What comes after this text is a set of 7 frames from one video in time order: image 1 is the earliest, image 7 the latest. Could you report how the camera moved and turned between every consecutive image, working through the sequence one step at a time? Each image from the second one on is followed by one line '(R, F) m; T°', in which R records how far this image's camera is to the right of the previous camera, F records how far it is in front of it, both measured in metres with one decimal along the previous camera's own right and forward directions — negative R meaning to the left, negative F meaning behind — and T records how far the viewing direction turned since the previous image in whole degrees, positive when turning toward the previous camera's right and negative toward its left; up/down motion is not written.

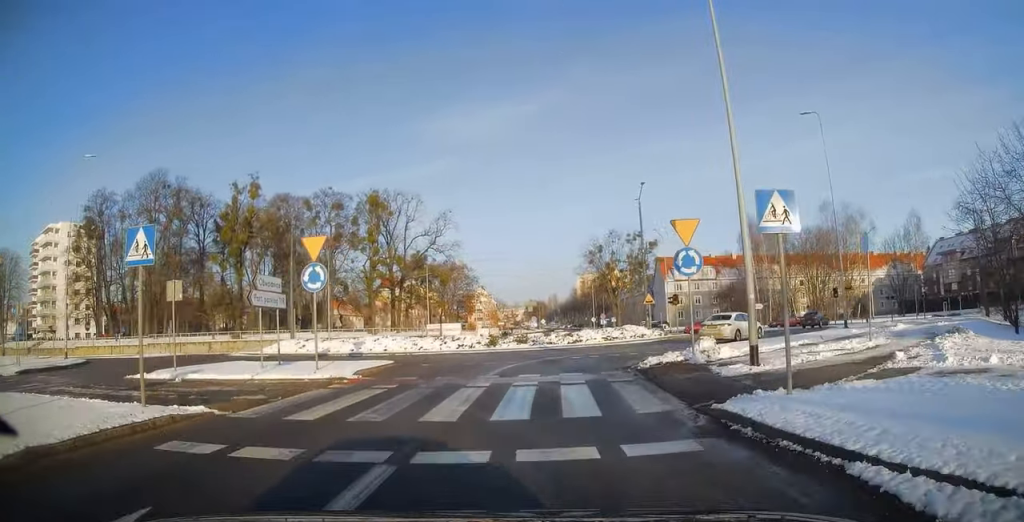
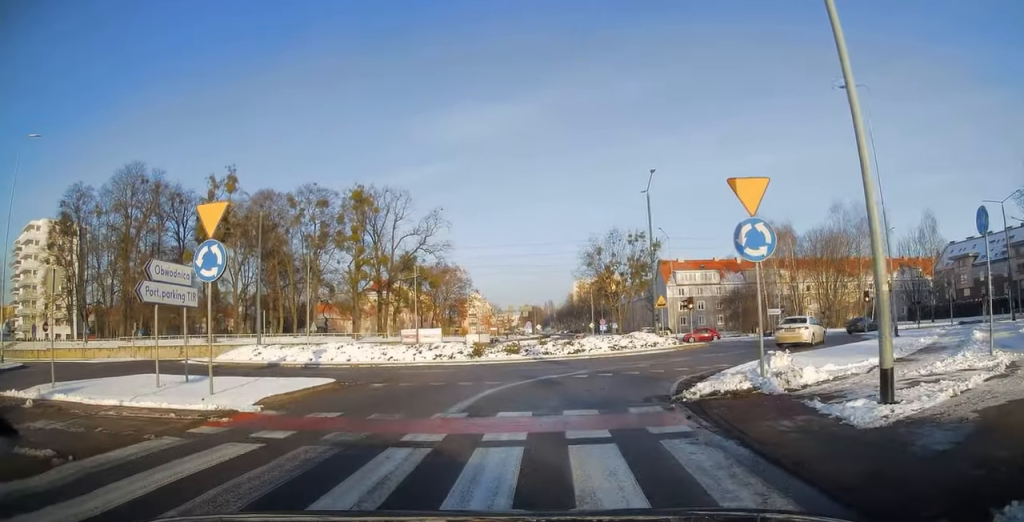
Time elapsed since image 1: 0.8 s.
(0.0, +6.1) m; +2°
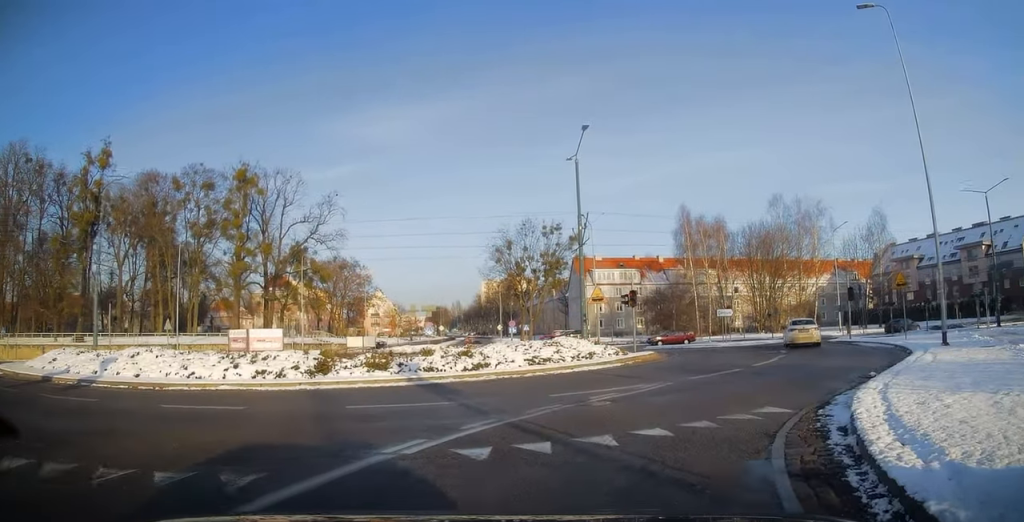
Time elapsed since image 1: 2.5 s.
(+0.9, +9.6) m; +16°
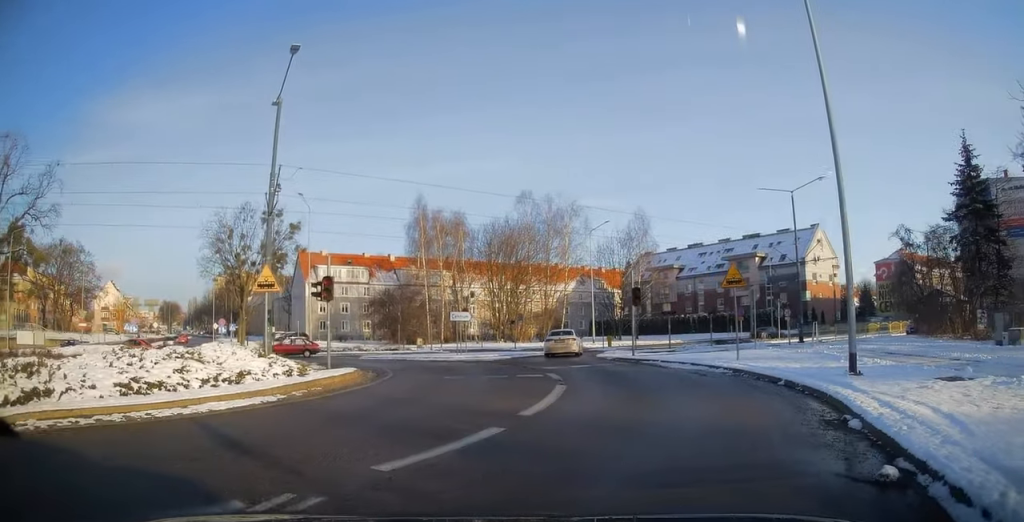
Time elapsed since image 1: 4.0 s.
(+1.9, +8.4) m; +20°
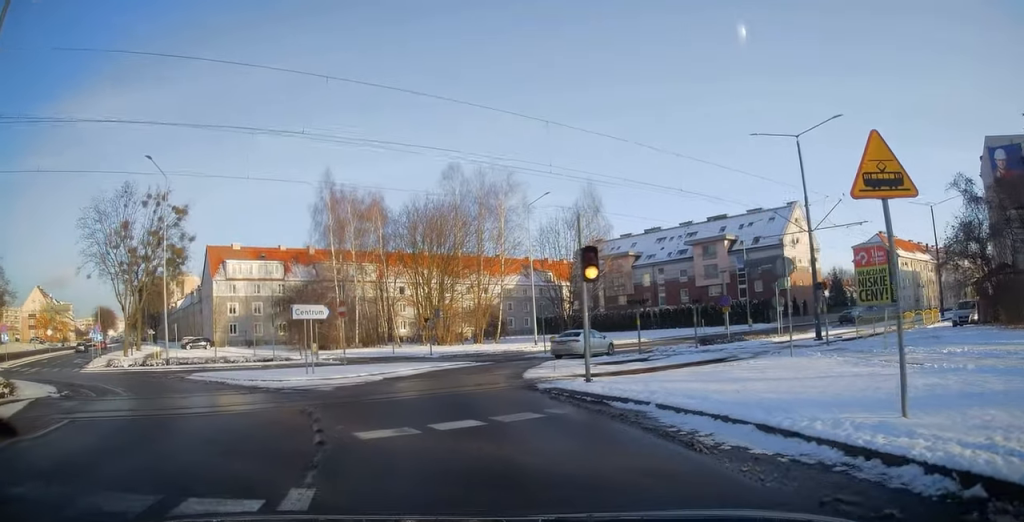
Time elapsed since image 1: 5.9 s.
(+1.1, +11.9) m; +3°
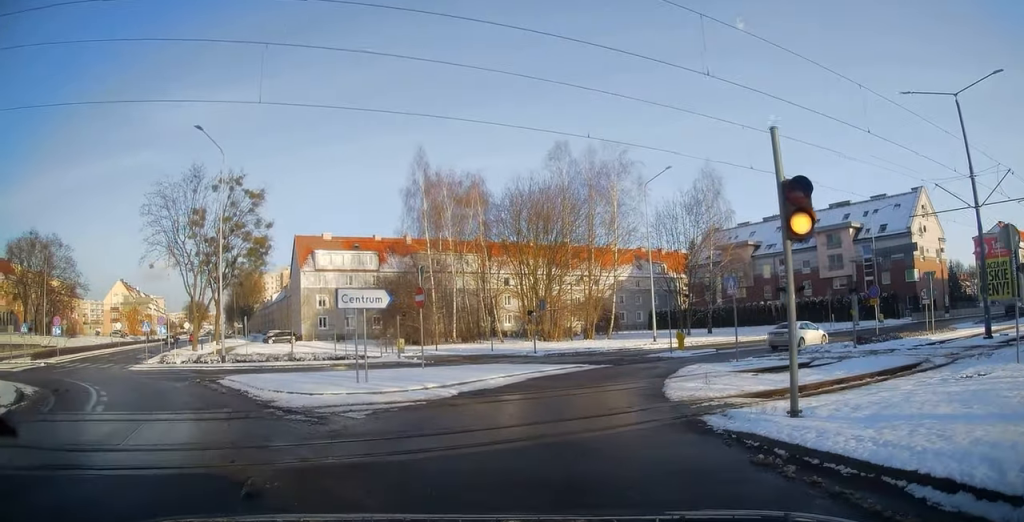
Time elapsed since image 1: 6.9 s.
(-0.4, +5.8) m; -7°
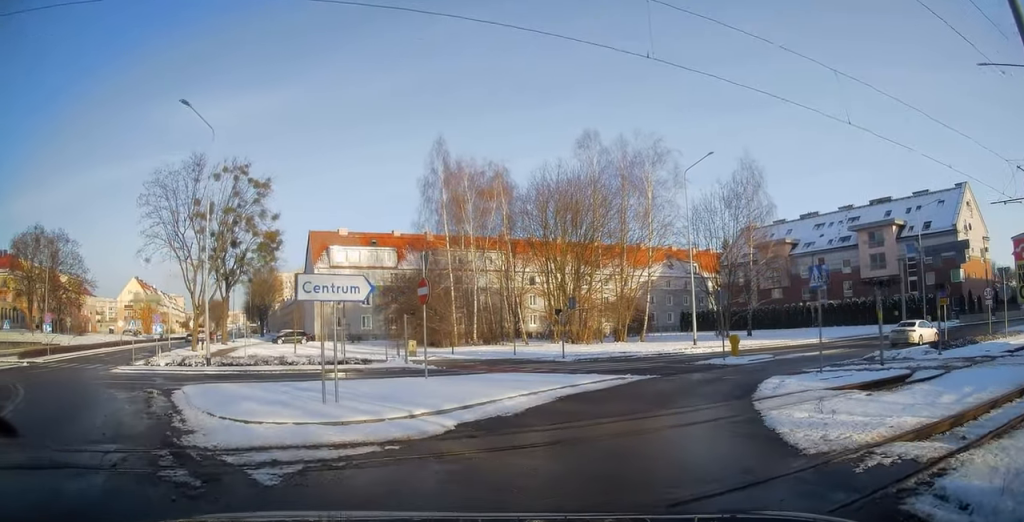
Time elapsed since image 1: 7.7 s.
(-0.3, +4.4) m; -3°
